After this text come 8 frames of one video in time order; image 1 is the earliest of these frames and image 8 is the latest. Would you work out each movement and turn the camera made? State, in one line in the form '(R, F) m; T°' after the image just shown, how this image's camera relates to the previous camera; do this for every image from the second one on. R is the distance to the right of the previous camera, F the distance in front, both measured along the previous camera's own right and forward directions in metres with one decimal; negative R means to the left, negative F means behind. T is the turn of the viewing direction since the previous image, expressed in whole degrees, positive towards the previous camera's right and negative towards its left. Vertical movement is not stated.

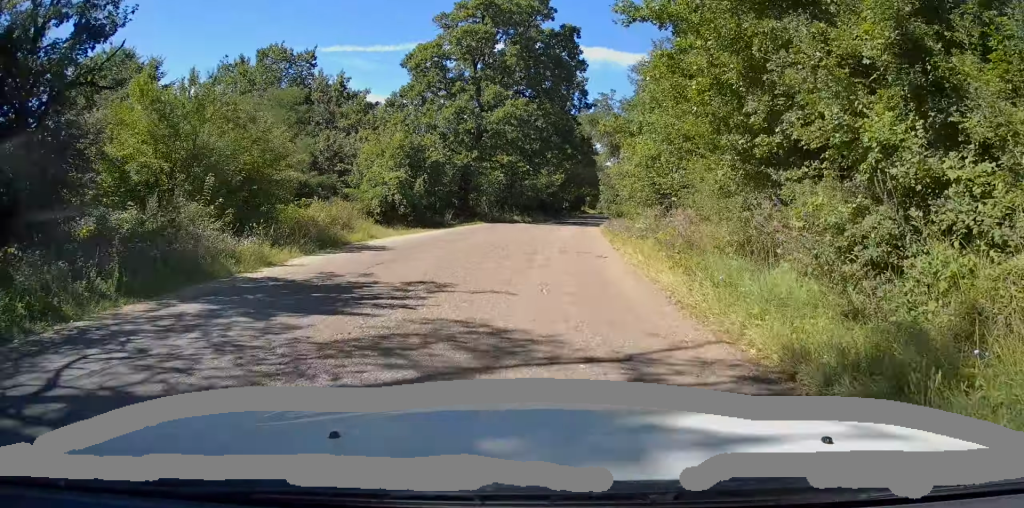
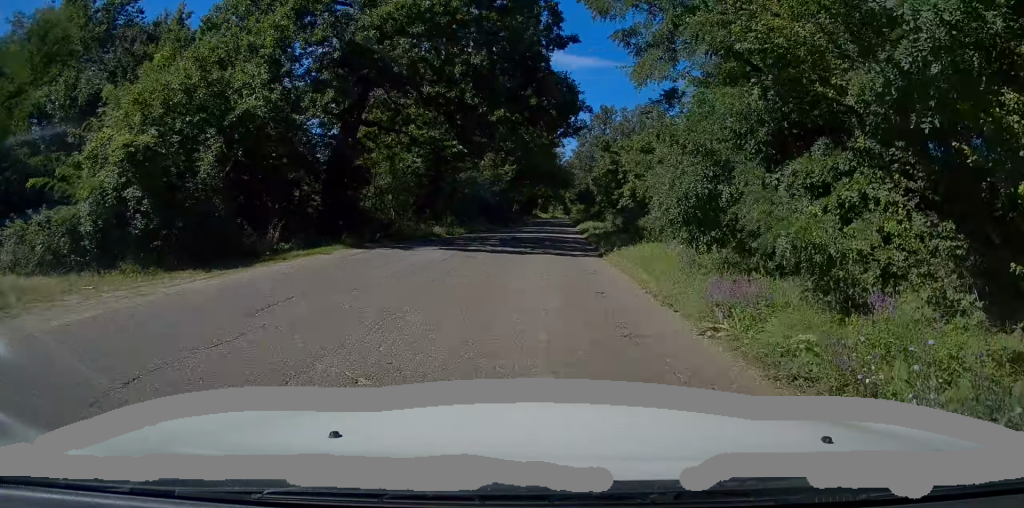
(+0.6, +20.5) m; +3°
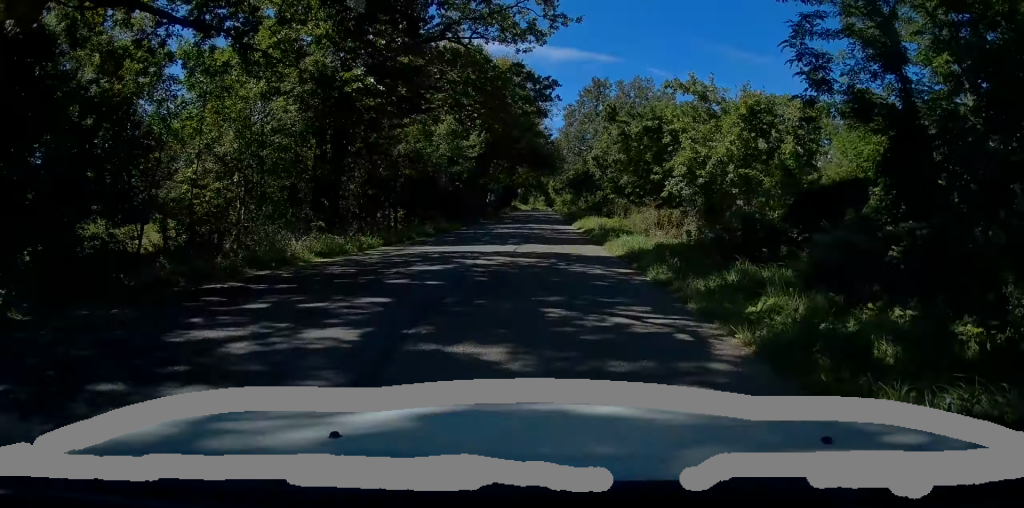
(+0.4, +16.4) m; +2°
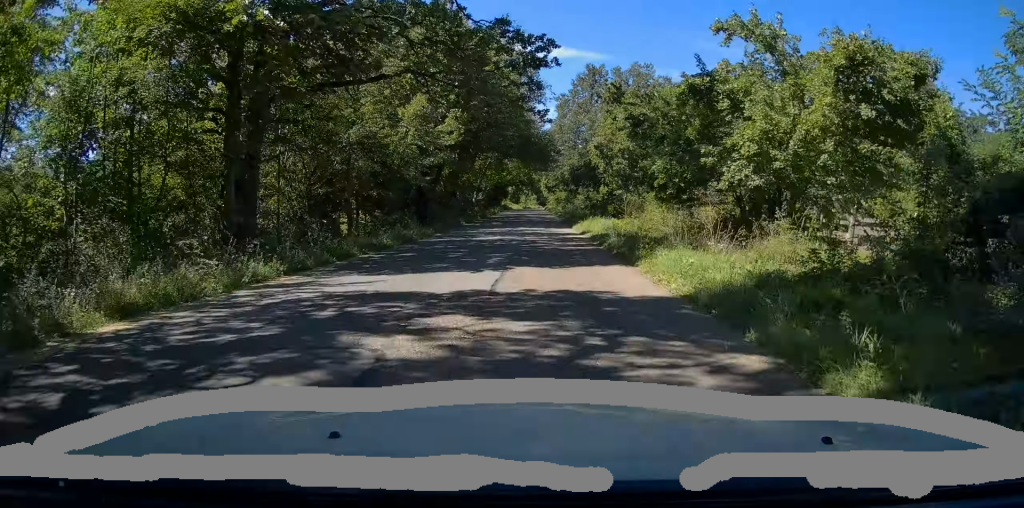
(-0.1, +7.0) m; 0°
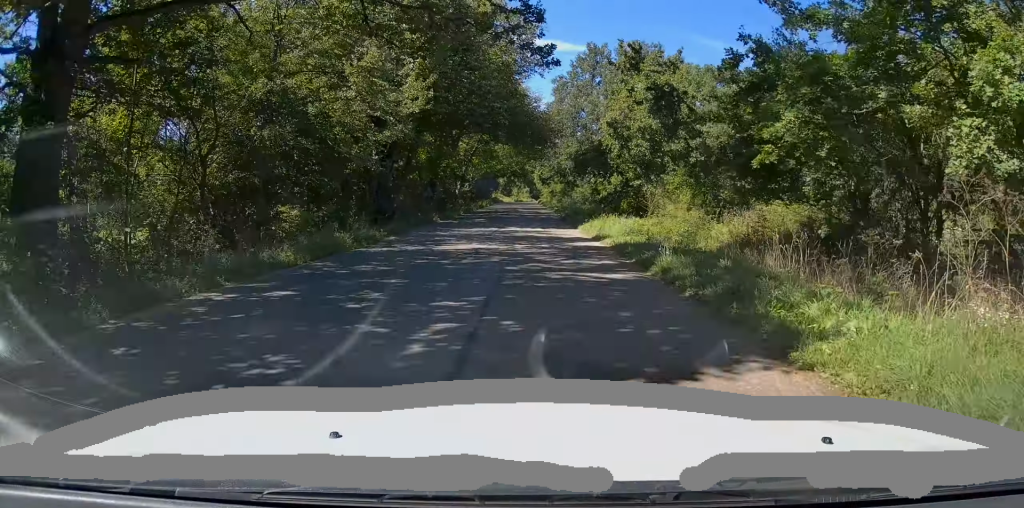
(0.0, +8.1) m; +1°
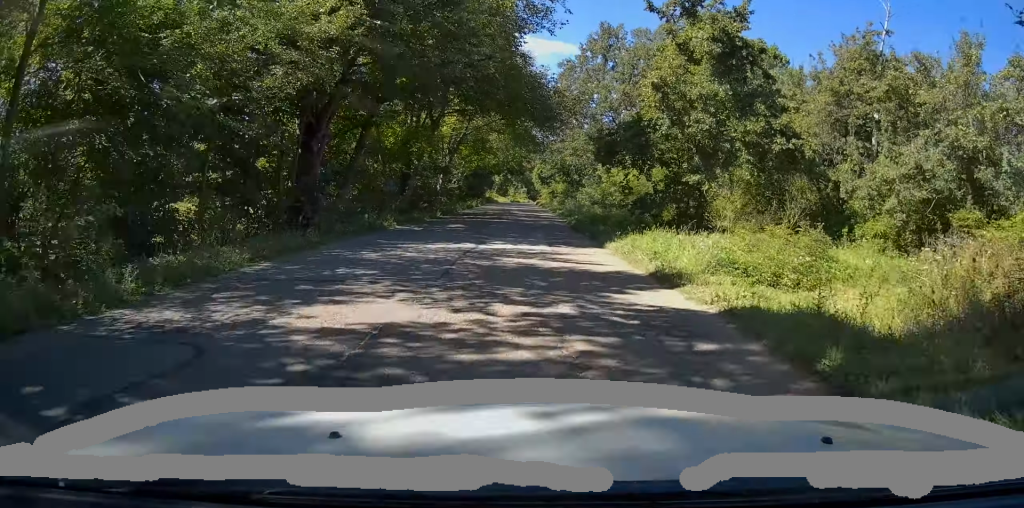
(+0.2, +9.7) m; +1°
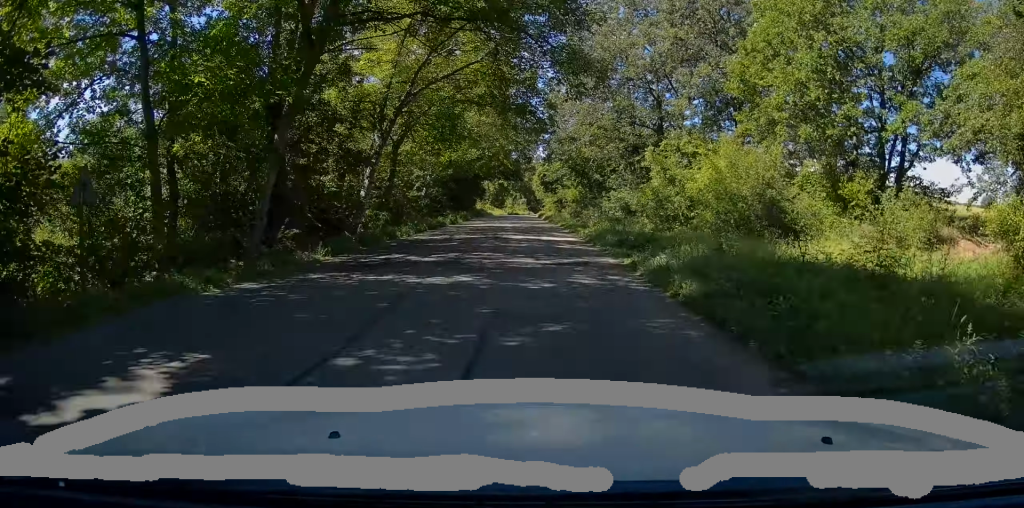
(0.0, +19.3) m; +1°
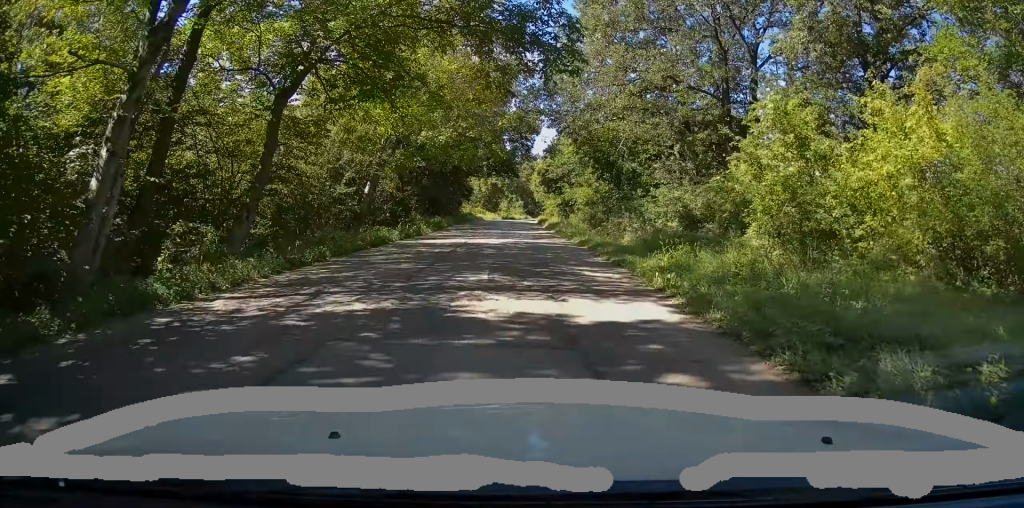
(+0.4, +14.7) m; 0°
